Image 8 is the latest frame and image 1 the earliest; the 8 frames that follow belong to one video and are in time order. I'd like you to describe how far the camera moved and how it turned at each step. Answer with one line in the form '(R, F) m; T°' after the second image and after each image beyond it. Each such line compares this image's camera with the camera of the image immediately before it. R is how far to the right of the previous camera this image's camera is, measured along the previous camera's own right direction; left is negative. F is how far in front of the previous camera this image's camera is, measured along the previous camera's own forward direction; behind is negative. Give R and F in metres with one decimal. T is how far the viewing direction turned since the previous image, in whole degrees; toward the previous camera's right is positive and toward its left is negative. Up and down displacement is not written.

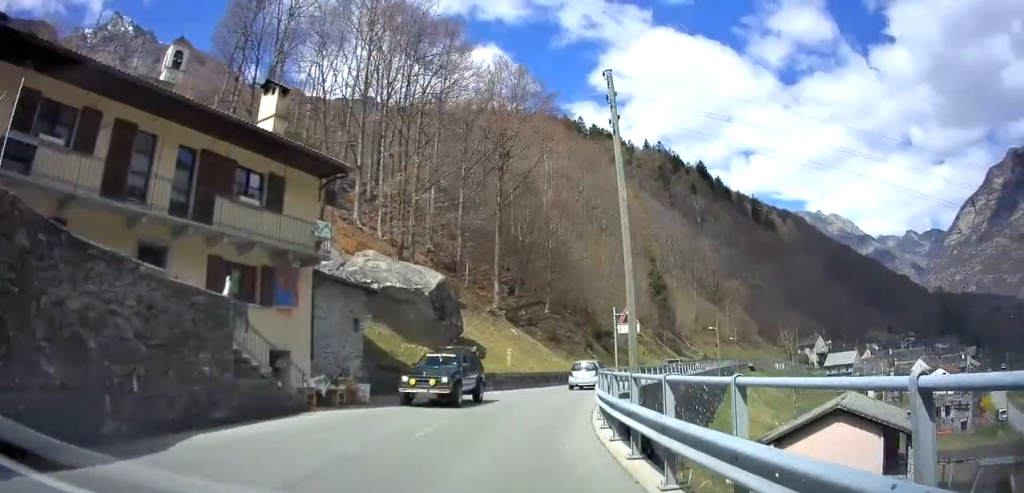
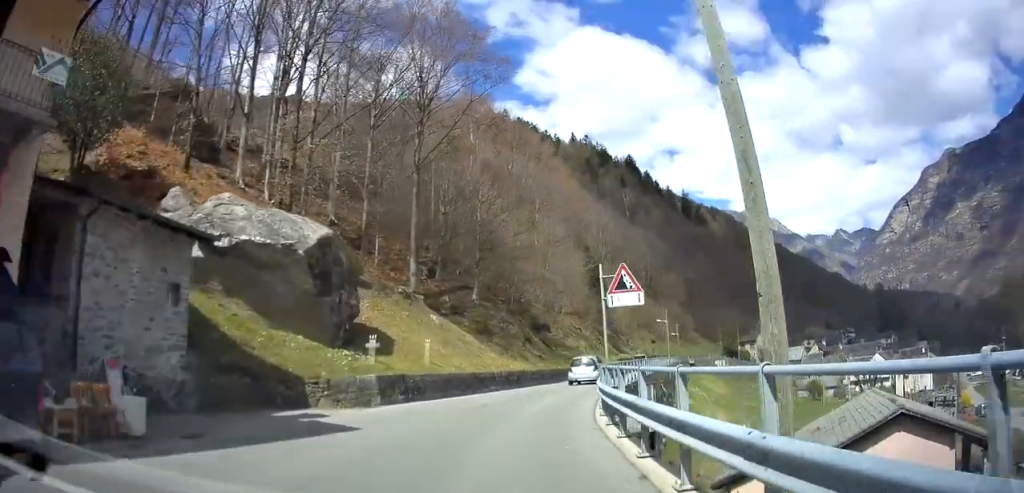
(+0.4, +10.4) m; +6°
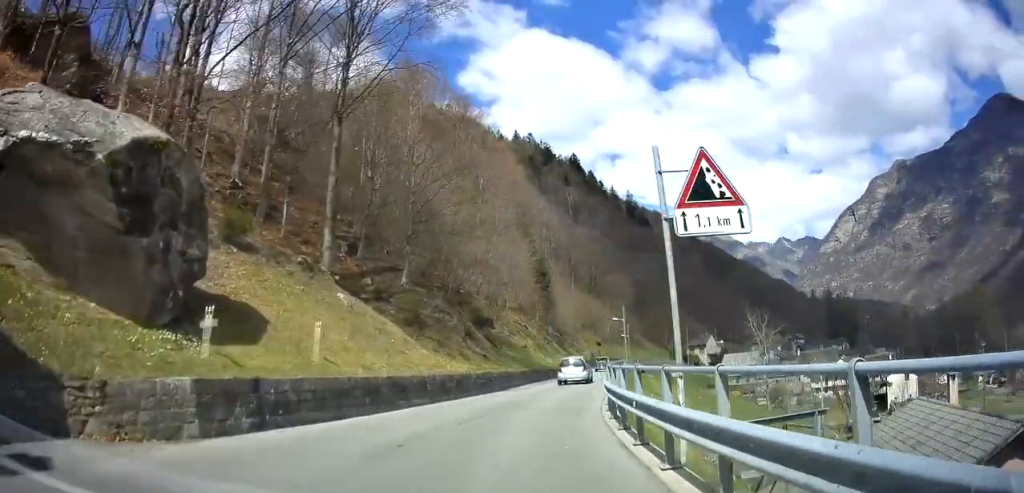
(+0.3, +8.5) m; +5°
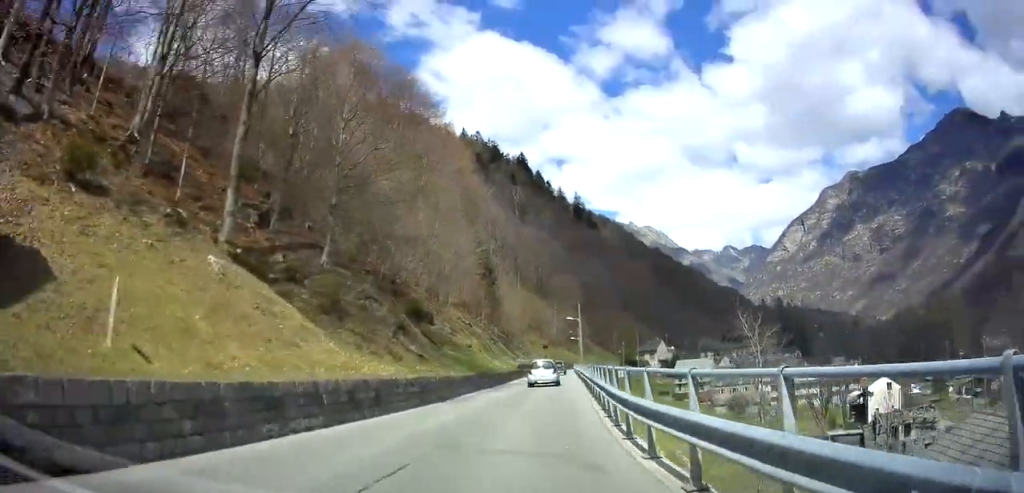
(+0.4, +7.2) m; +4°
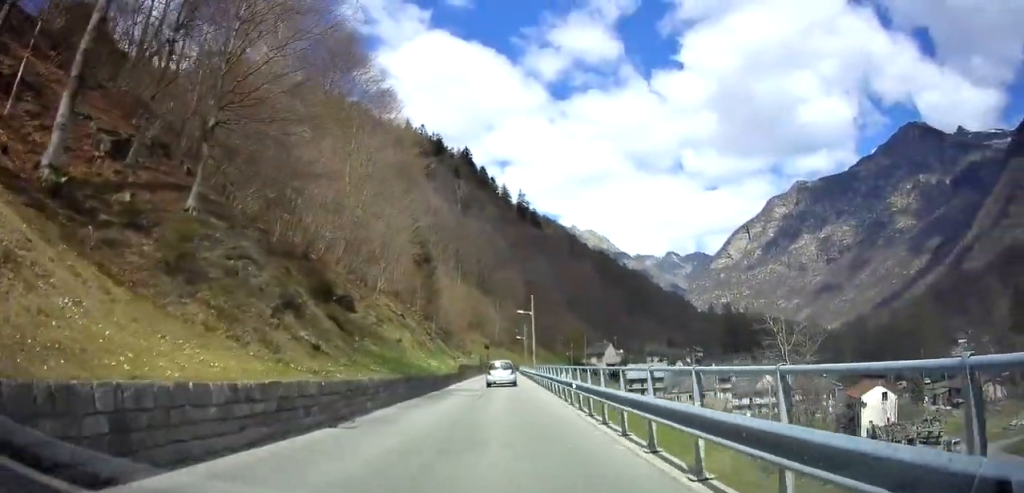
(+0.3, +9.7) m; +2°
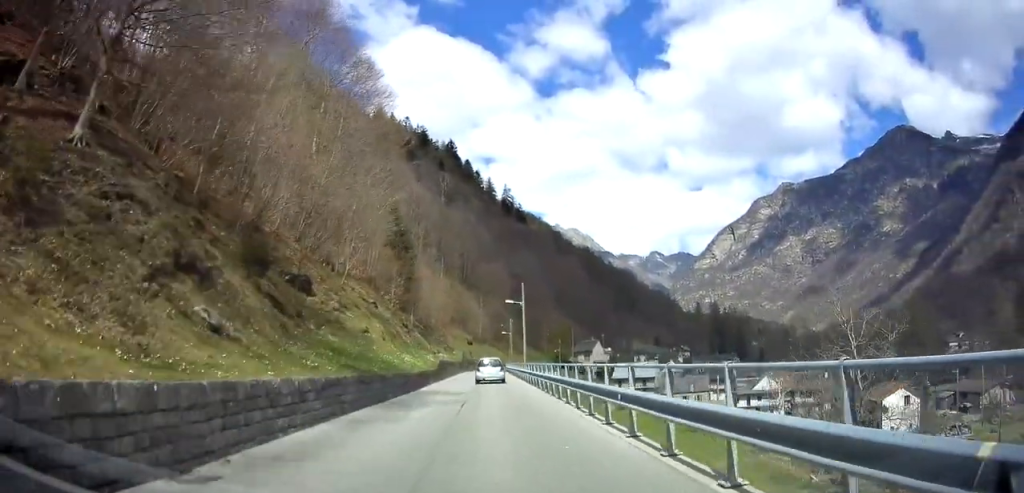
(+0.1, +6.3) m; +1°
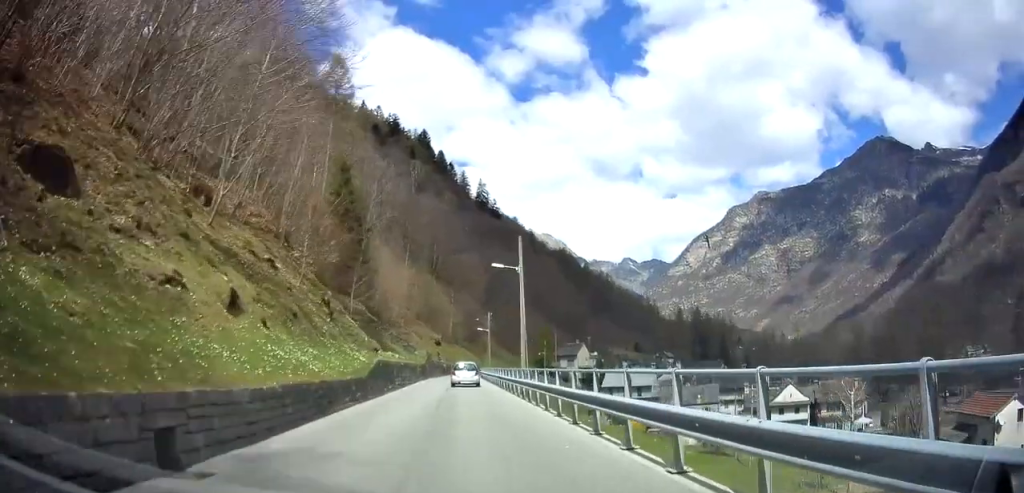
(+0.6, +18.5) m; +2°
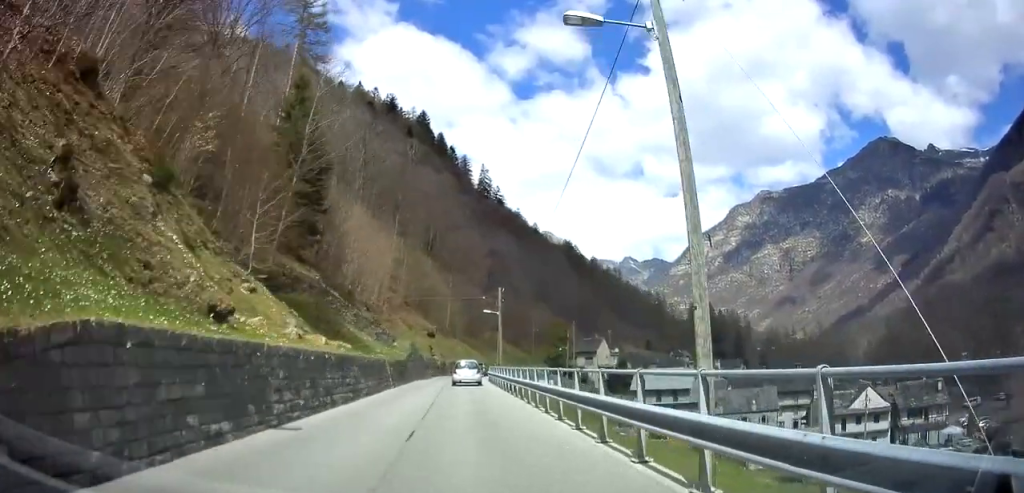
(-0.2, +20.1) m; 0°
